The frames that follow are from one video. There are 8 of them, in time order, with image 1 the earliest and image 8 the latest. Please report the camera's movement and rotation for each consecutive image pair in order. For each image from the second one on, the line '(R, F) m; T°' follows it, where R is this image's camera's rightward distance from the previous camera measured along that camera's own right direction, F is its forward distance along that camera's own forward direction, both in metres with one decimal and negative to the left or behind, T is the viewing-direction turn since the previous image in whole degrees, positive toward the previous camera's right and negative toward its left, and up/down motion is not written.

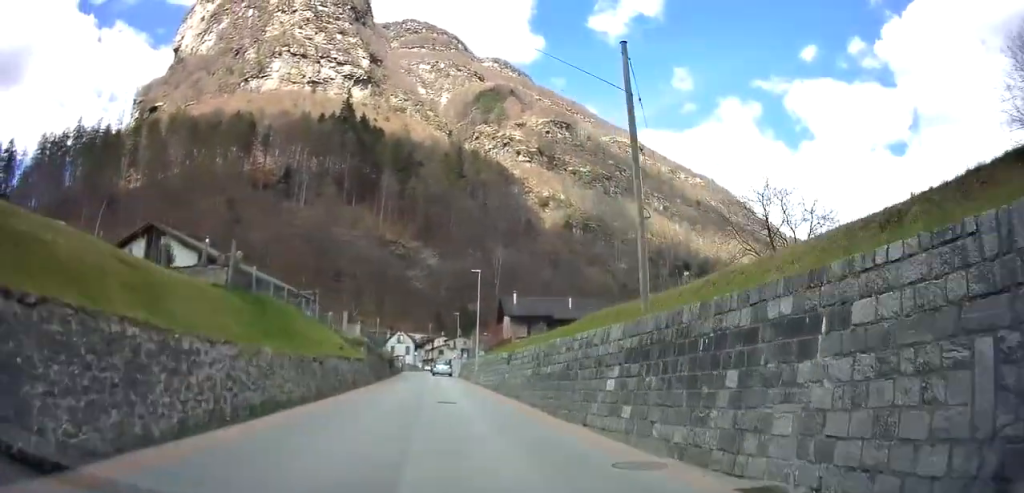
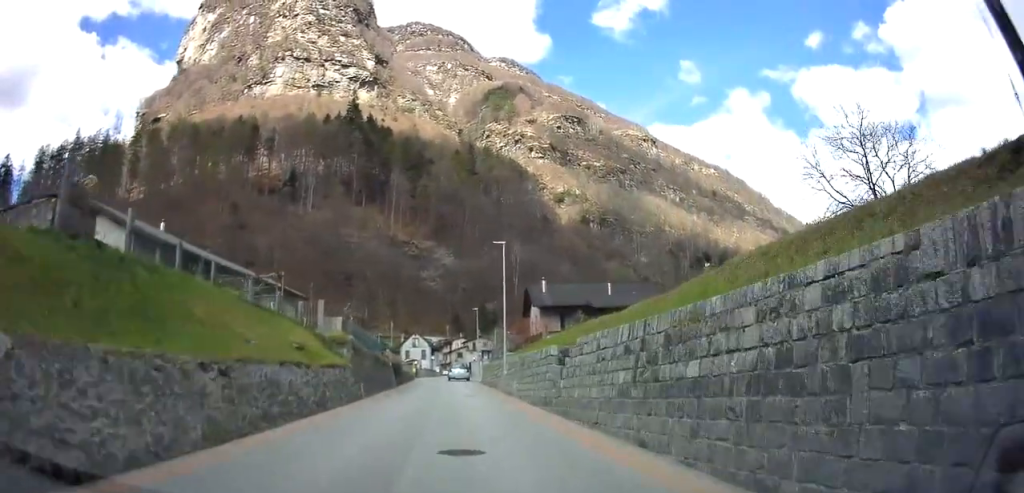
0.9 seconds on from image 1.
(-0.3, +10.2) m; -3°
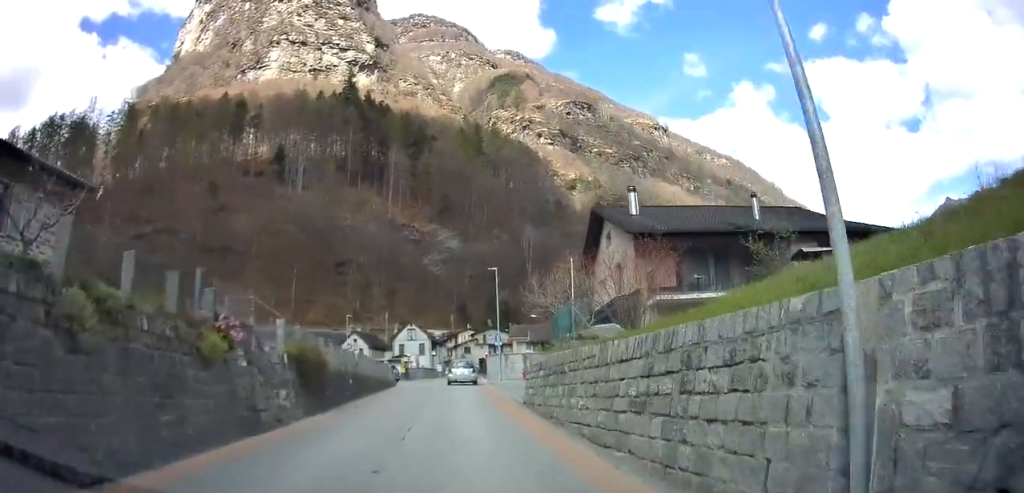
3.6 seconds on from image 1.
(-0.7, +27.7) m; +1°
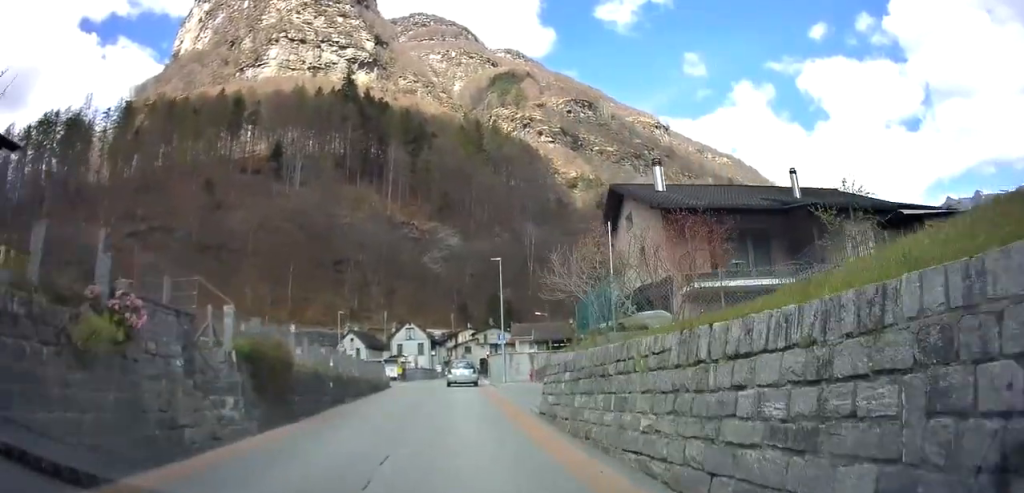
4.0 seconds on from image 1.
(+0.1, +3.7) m; 0°
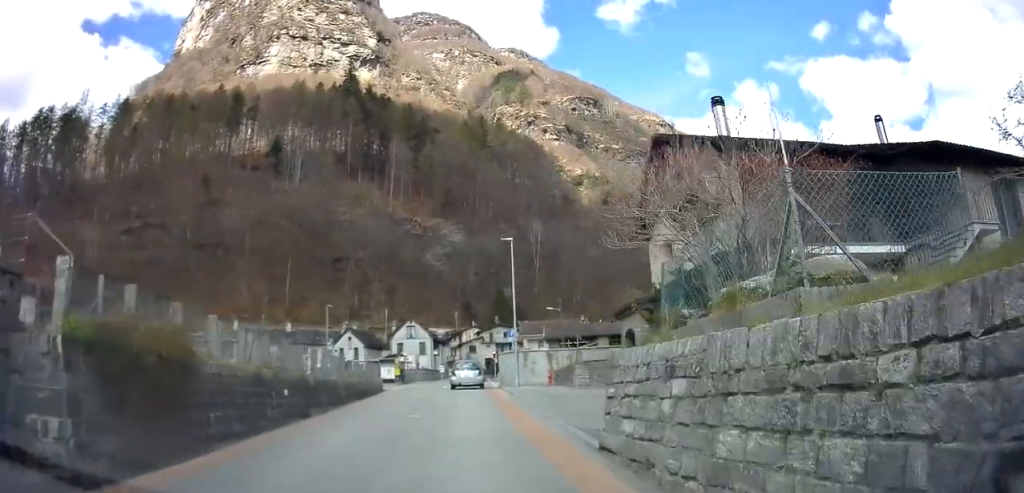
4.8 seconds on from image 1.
(0.0, +6.3) m; -2°
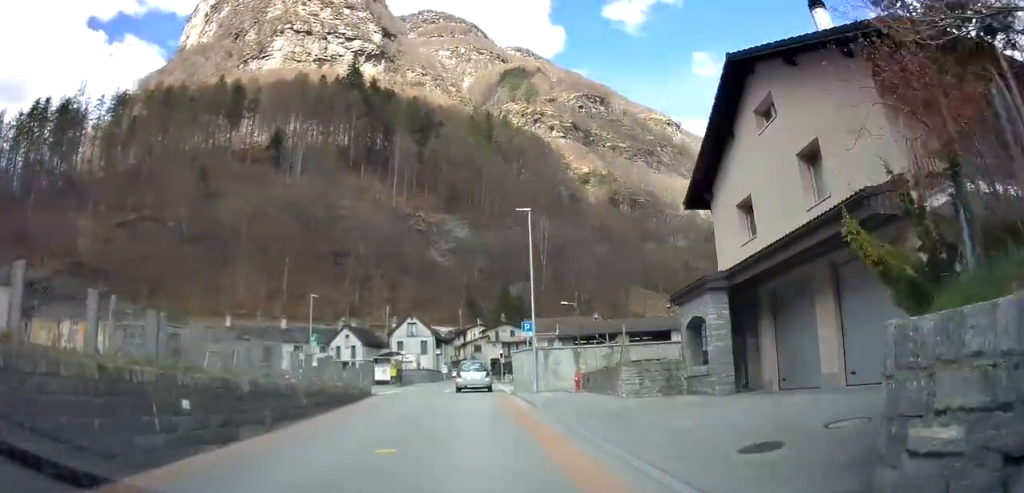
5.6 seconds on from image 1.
(-0.2, +6.3) m; -2°
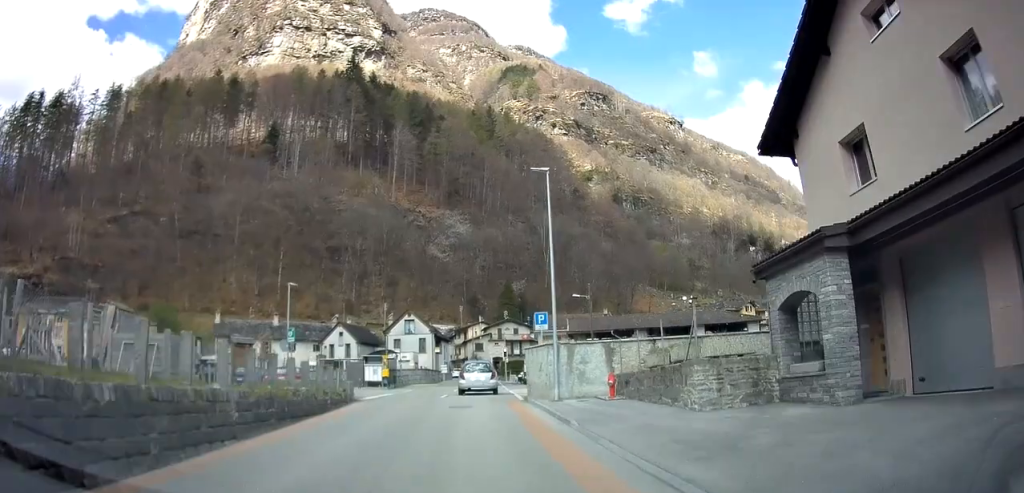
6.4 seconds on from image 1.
(-0.1, +5.3) m; +1°
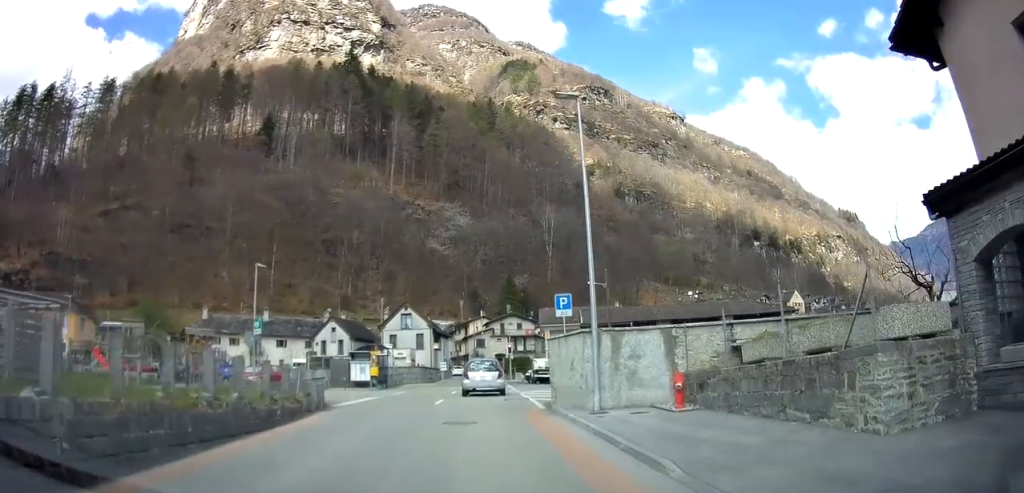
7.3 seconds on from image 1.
(+0.2, +5.8) m; +5°
